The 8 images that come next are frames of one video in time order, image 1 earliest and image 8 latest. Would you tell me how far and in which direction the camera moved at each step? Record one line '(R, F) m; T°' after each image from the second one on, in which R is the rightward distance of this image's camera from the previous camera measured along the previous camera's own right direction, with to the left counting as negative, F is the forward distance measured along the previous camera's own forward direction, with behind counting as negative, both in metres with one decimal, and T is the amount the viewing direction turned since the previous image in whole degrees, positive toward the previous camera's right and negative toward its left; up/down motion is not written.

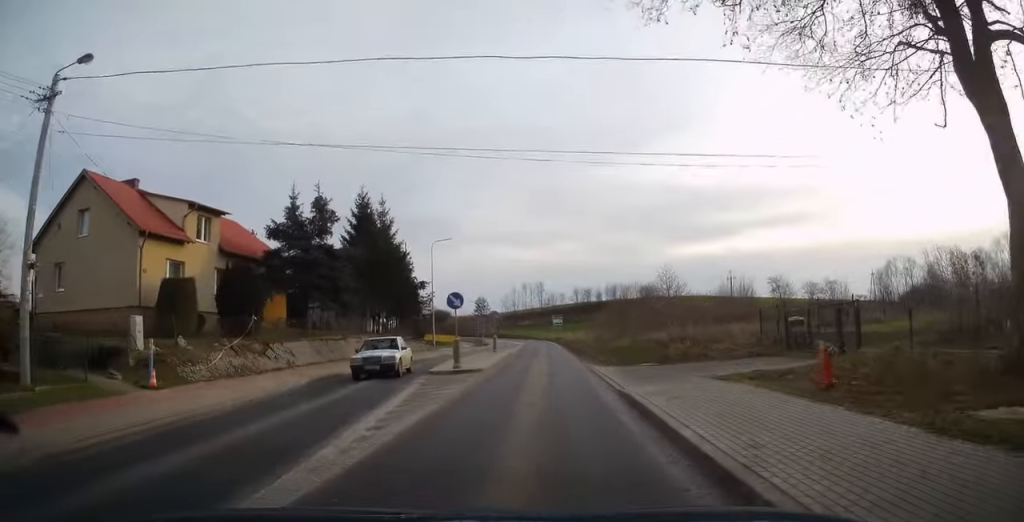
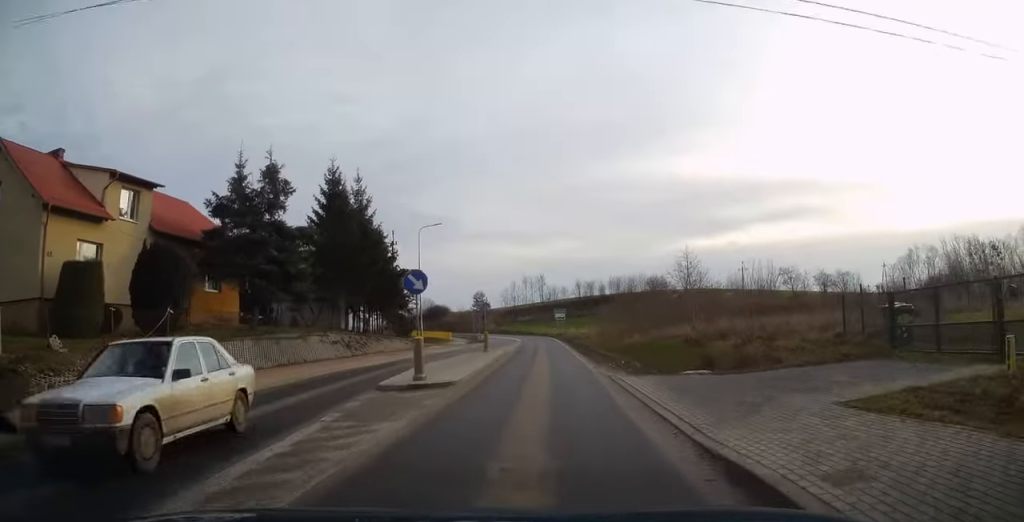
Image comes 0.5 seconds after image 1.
(-0.2, +6.6) m; 0°
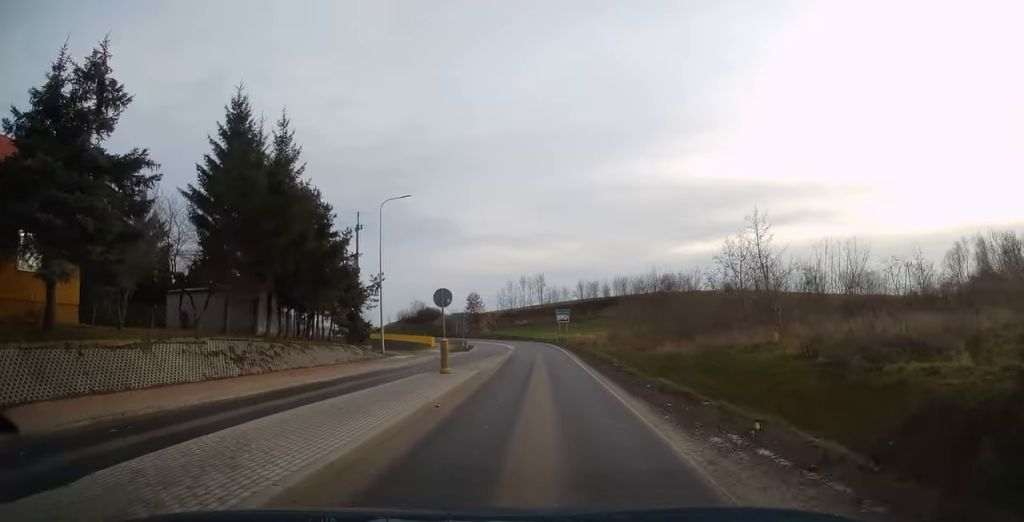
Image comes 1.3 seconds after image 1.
(0.0, +13.2) m; 0°
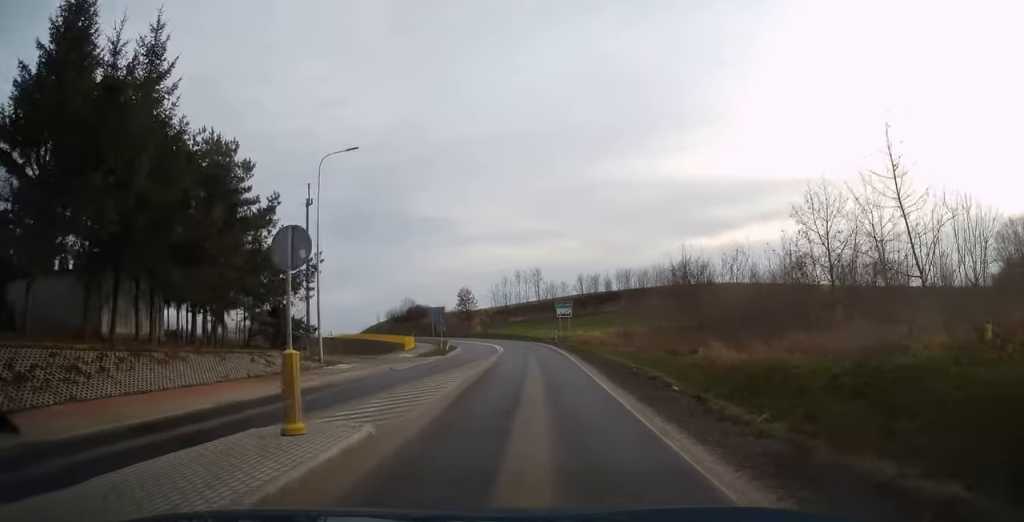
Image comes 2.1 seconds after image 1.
(+0.1, +11.4) m; 0°
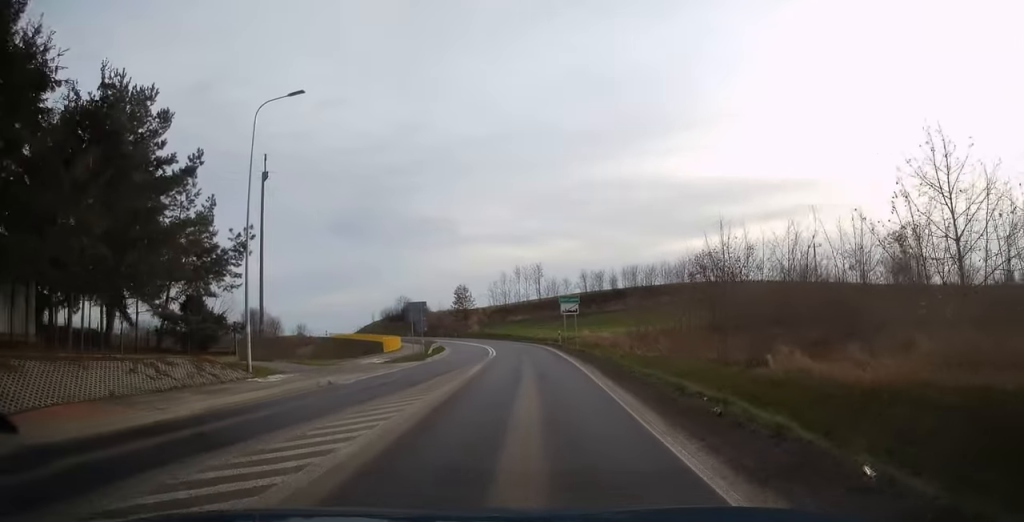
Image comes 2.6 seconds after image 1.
(-0.2, +7.9) m; 0°
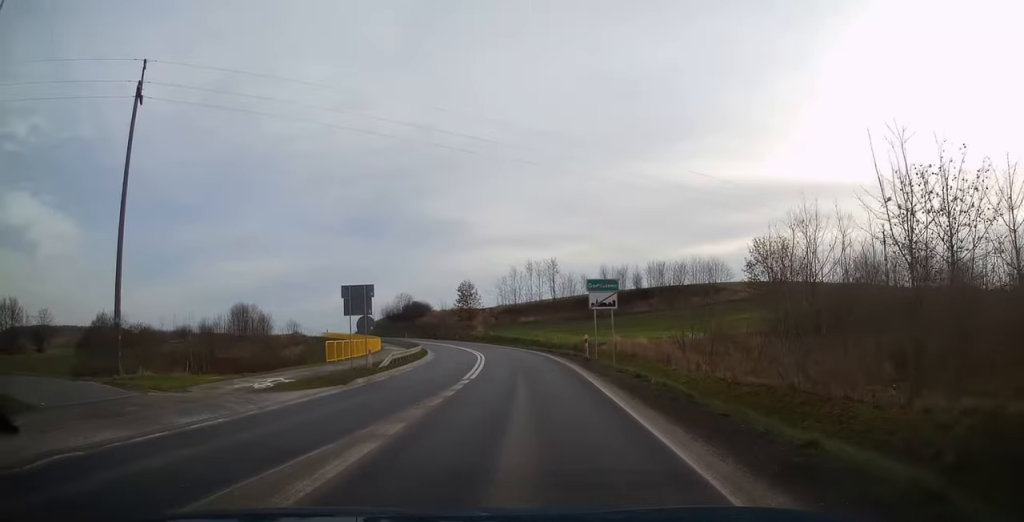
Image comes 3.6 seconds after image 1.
(+0.2, +15.1) m; 0°
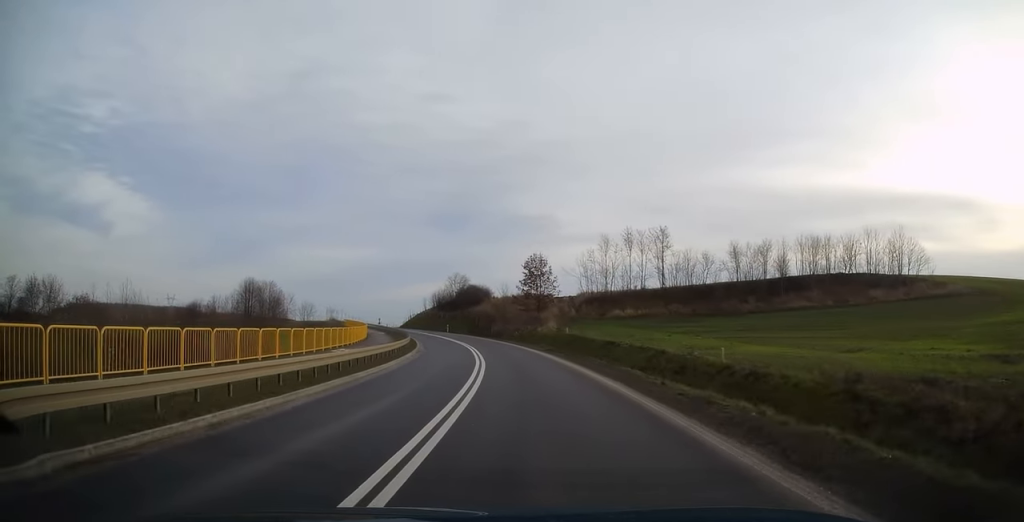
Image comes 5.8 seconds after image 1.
(-1.0, +36.5) m; -3°
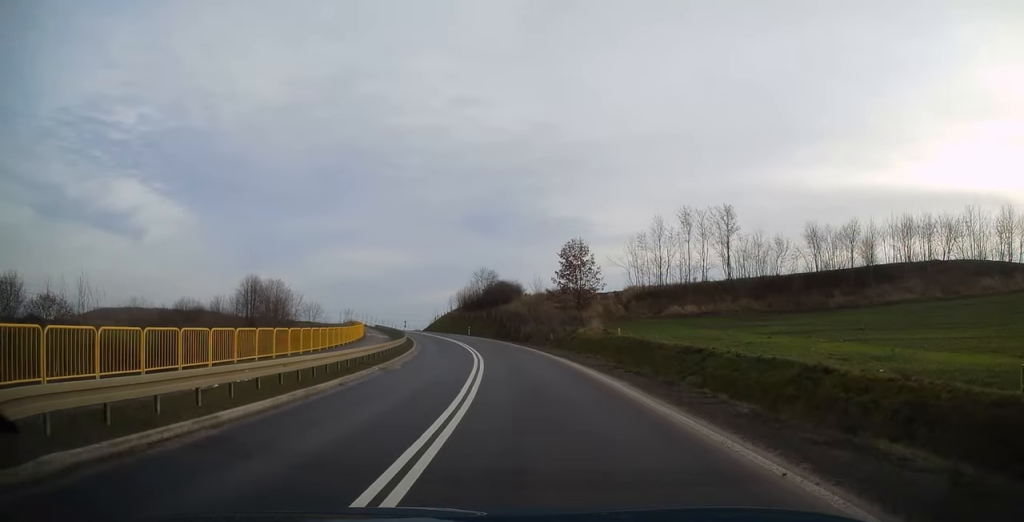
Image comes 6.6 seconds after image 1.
(-0.3, +14.1) m; -4°
